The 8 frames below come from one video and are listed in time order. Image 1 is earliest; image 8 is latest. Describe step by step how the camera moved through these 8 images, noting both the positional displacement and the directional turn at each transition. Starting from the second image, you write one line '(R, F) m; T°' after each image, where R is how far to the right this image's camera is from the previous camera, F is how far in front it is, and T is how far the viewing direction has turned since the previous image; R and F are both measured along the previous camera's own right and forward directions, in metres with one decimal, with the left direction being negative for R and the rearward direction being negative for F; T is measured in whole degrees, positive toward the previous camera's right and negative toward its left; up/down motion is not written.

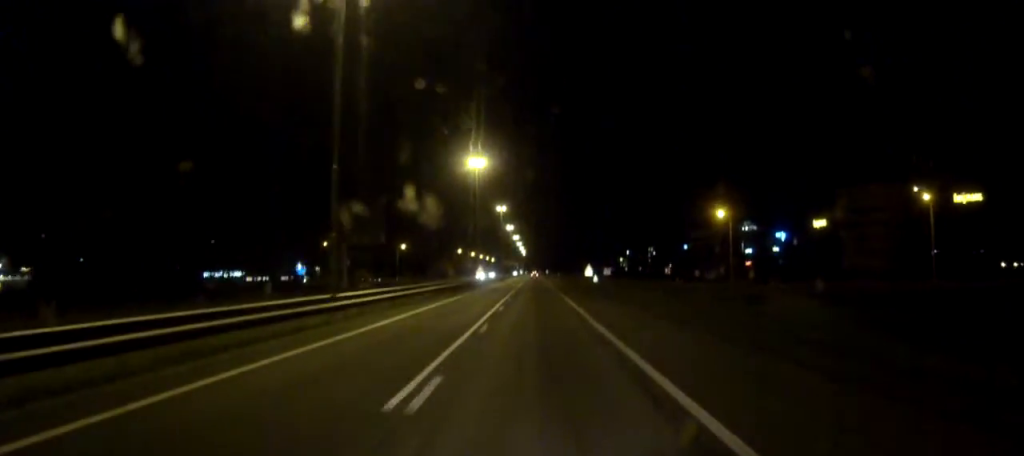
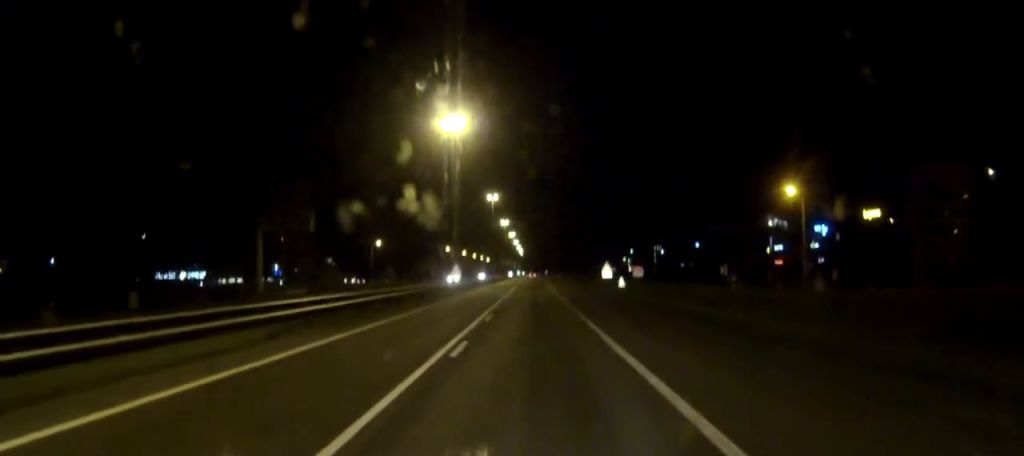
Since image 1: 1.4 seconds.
(0.0, +29.7) m; 0°
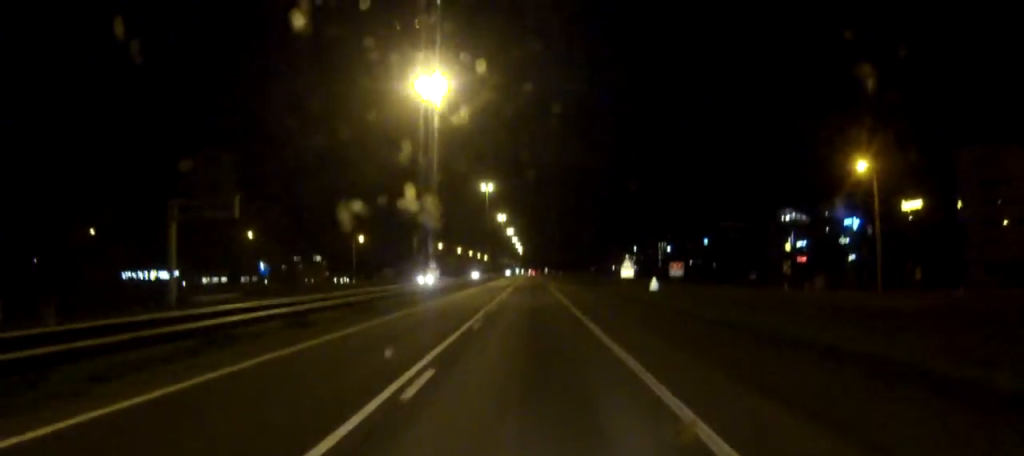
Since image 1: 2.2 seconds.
(0.0, +17.3) m; 0°
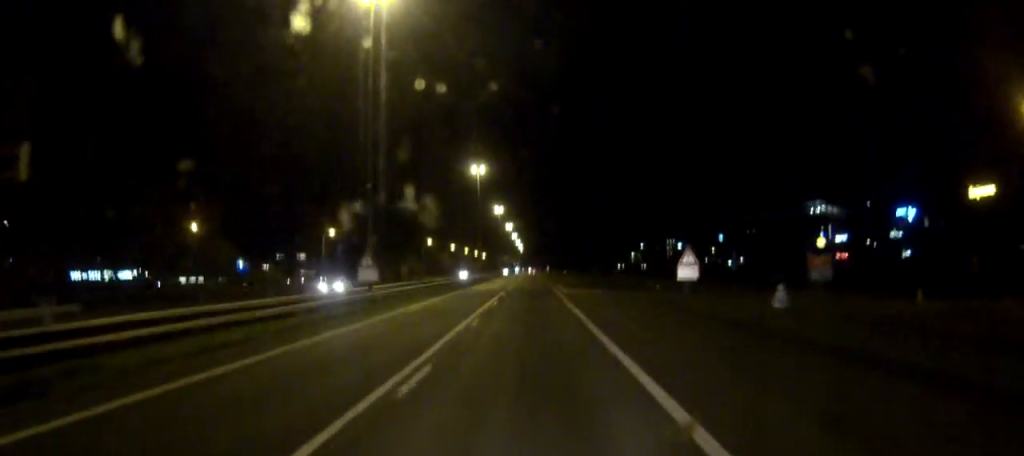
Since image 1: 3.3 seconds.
(+0.1, +23.6) m; 0°
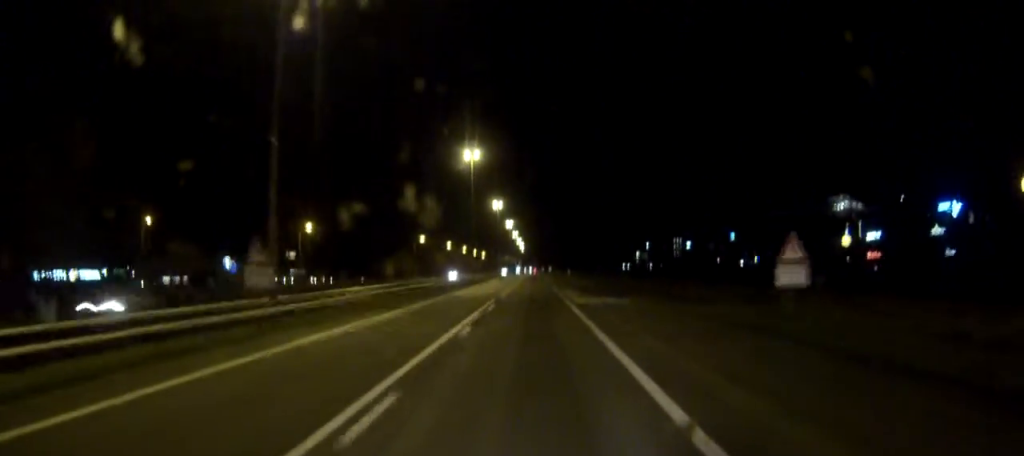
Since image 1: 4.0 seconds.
(0.0, +15.0) m; 0°
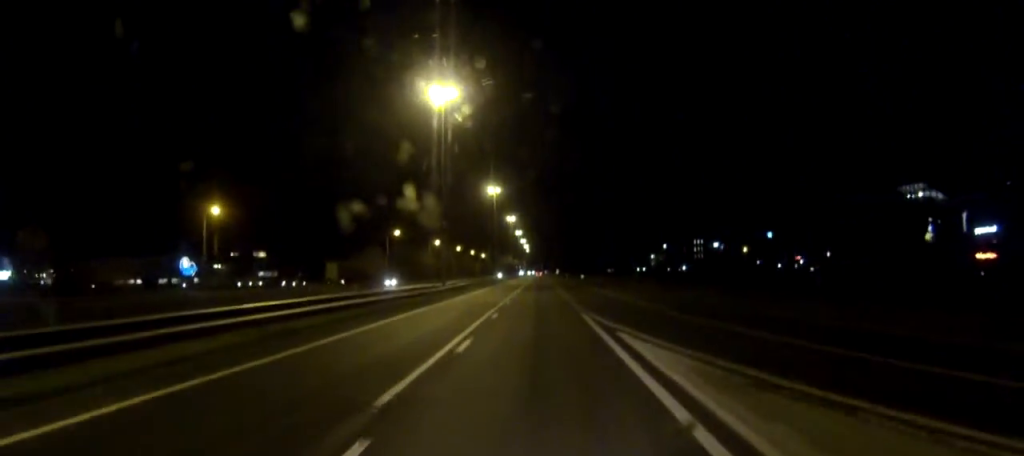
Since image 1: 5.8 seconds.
(-0.2, +38.4) m; 0°
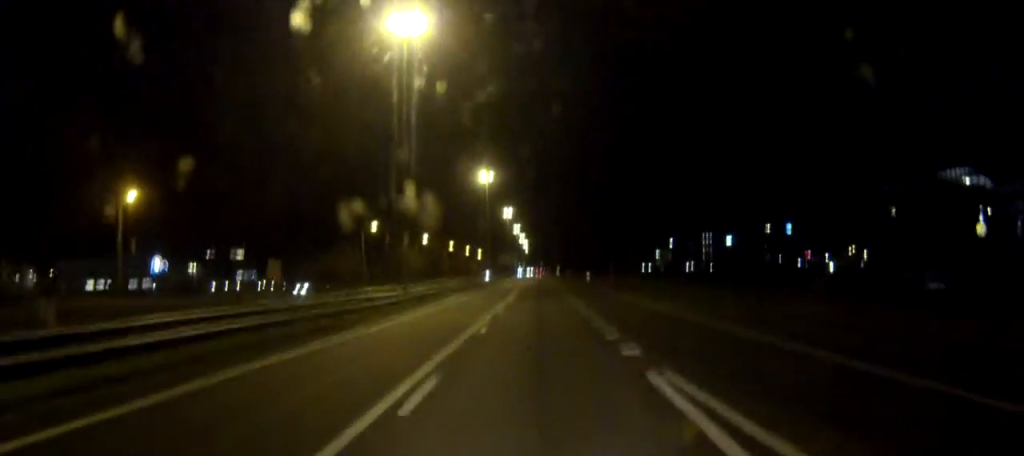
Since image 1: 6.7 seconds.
(0.0, +19.1) m; 0°
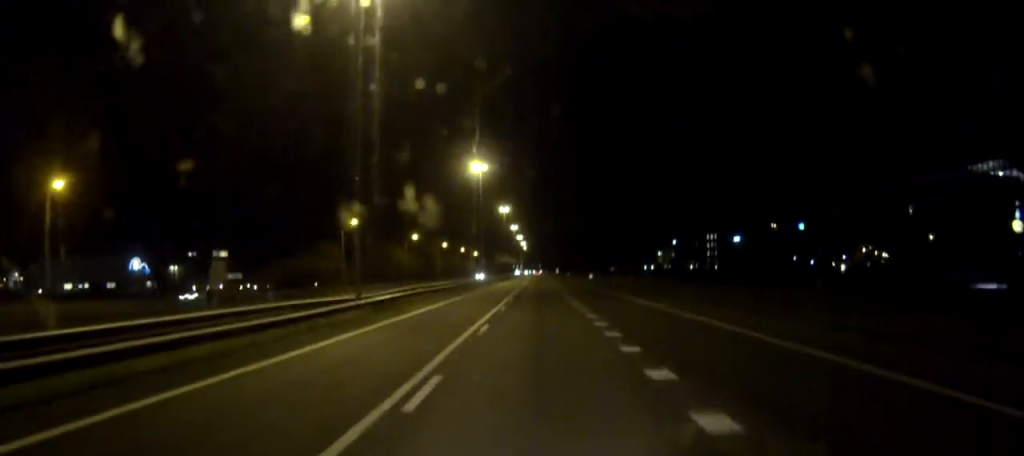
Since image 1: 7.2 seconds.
(0.0, +12.0) m; 0°
